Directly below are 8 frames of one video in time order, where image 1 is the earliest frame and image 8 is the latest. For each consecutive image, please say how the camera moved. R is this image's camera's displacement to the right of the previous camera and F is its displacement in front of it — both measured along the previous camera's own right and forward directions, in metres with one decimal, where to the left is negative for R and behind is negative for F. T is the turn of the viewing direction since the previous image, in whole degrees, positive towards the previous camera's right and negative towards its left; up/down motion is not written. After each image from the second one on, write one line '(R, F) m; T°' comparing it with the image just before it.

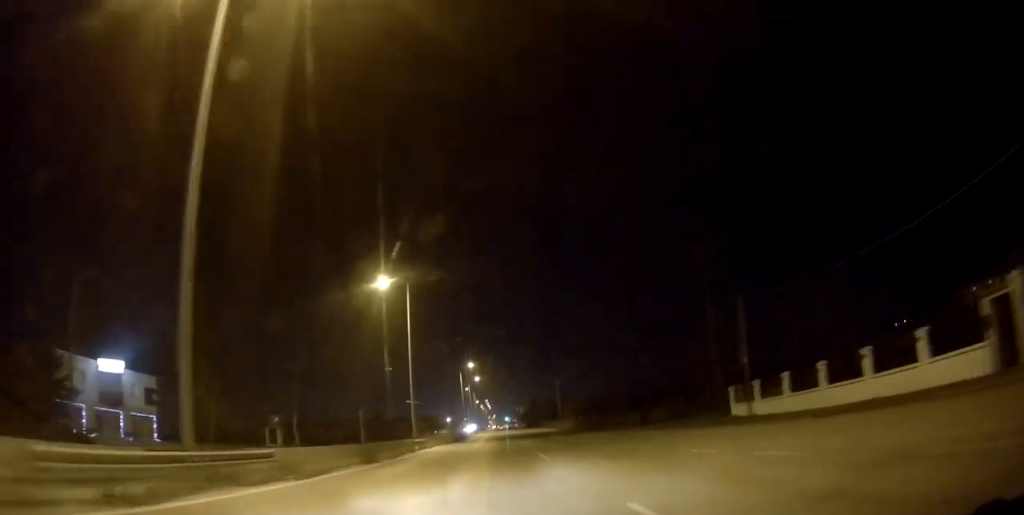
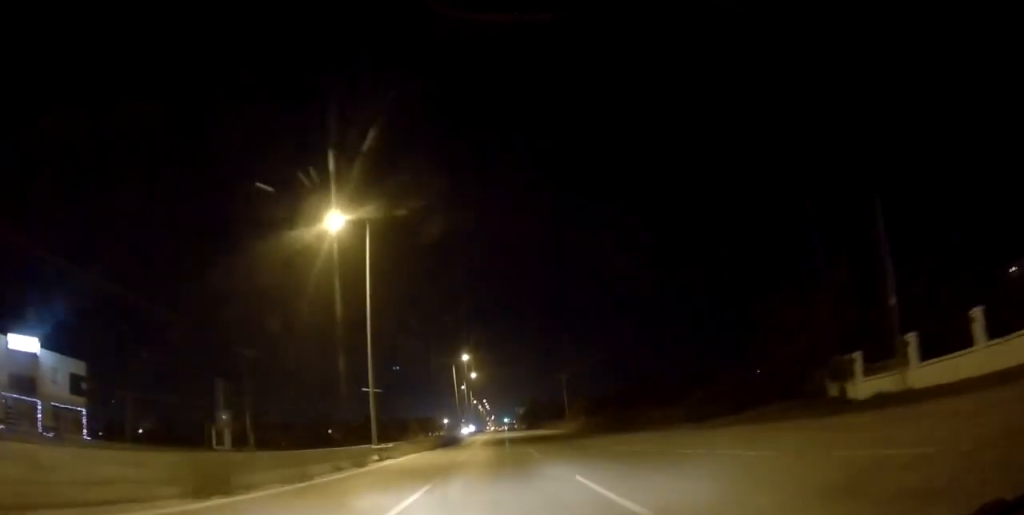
(+0.1, +13.7) m; 0°
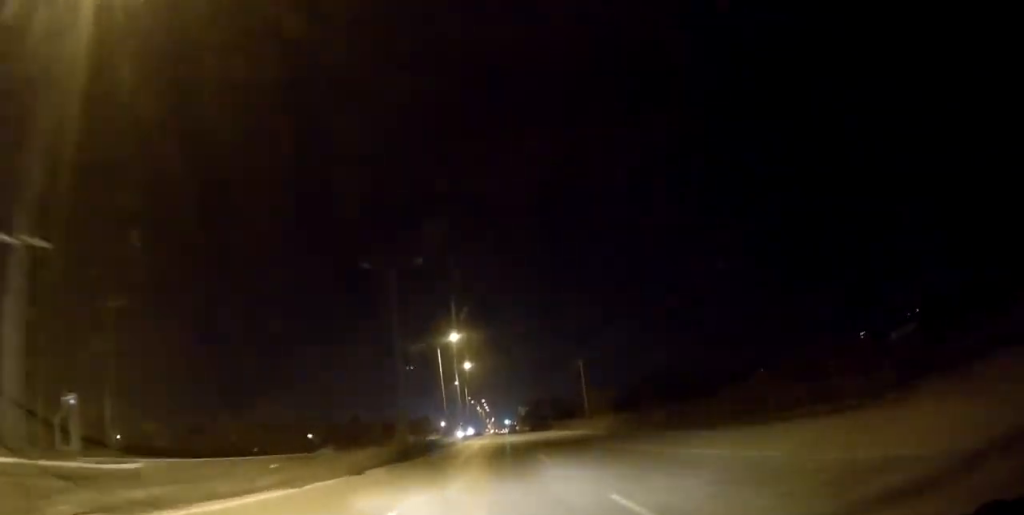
(-0.4, +23.3) m; -2°
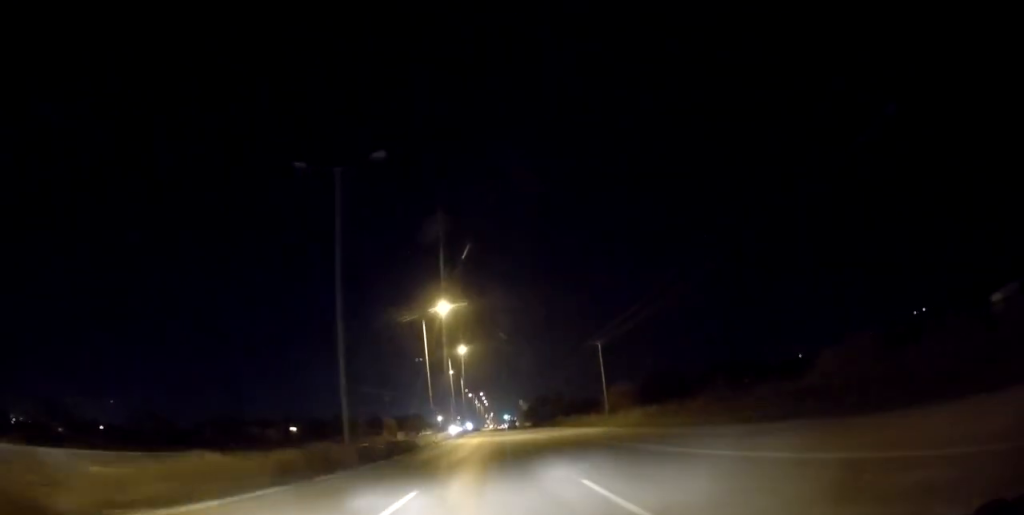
(-0.2, +15.0) m; -1°
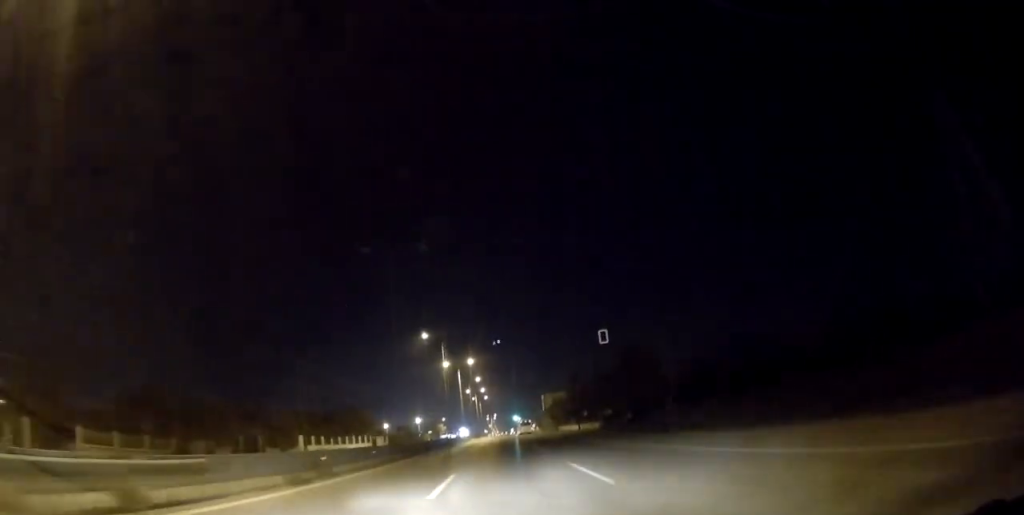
(+0.1, +119.3) m; 0°
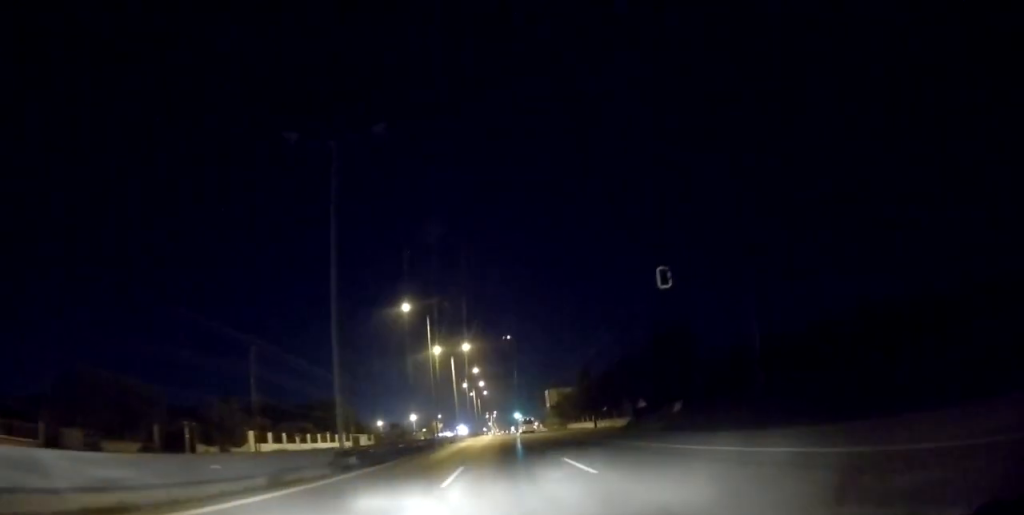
(0.0, +14.8) m; 0°
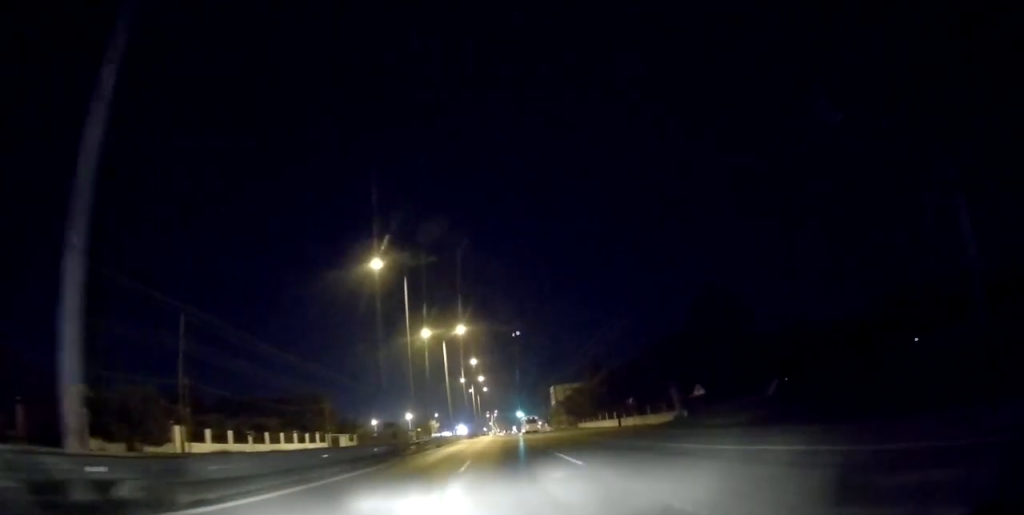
(0.0, +14.3) m; 0°
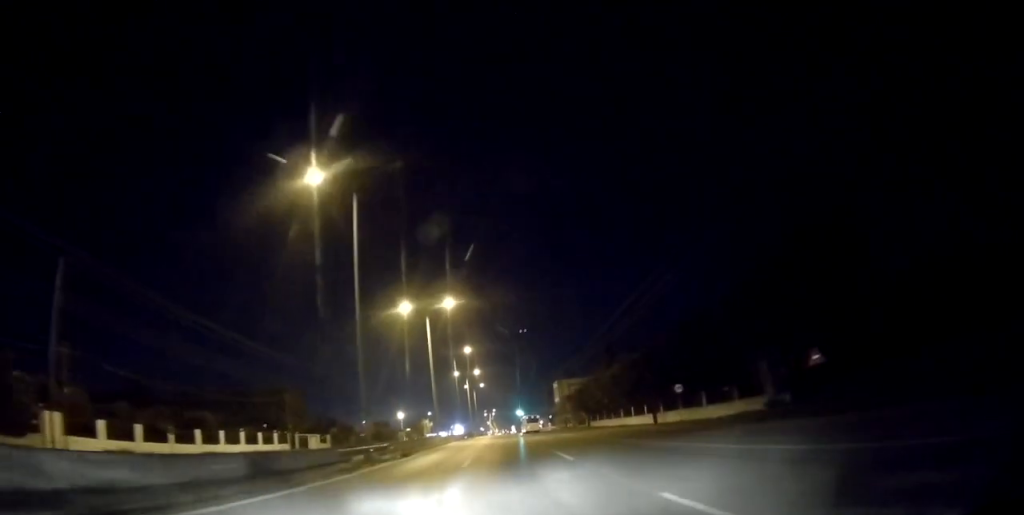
(0.0, +14.7) m; 0°
